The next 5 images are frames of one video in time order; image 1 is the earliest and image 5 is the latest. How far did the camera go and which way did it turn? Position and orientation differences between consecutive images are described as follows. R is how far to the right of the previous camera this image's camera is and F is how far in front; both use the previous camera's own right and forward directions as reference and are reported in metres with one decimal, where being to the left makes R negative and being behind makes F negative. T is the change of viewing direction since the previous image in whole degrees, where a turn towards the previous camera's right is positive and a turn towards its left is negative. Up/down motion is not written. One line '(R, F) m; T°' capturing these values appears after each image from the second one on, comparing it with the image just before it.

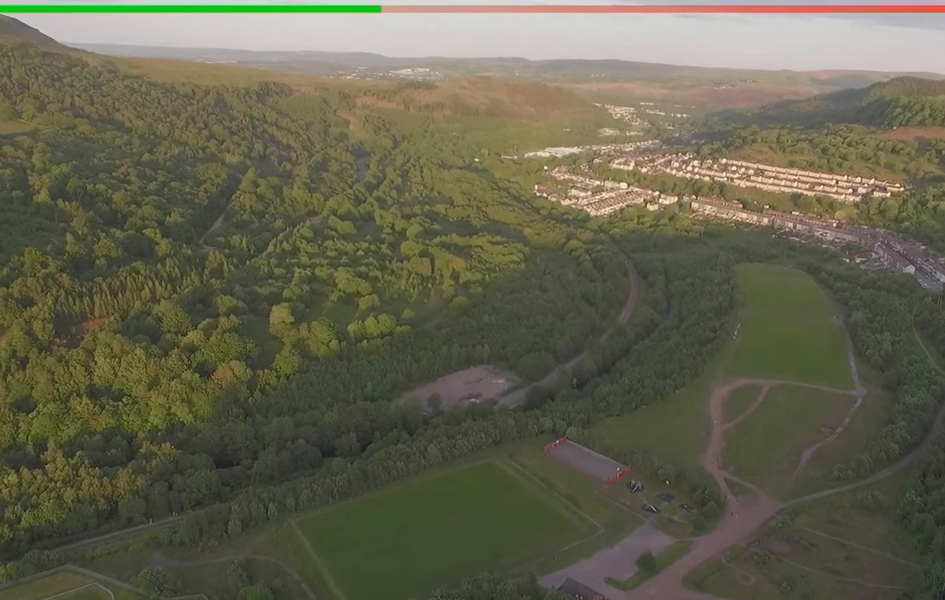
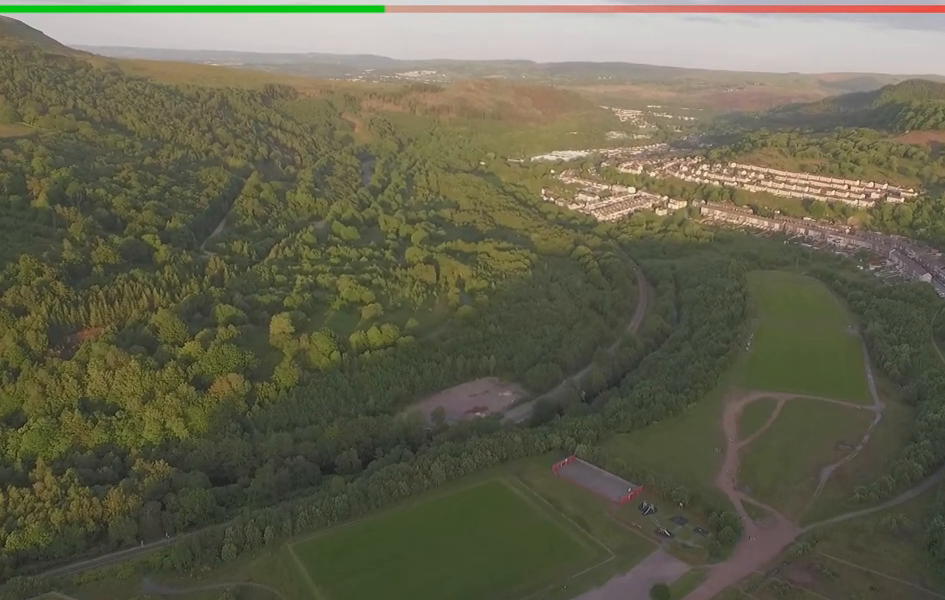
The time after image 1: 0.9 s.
(0.0, +13.8) m; +1°
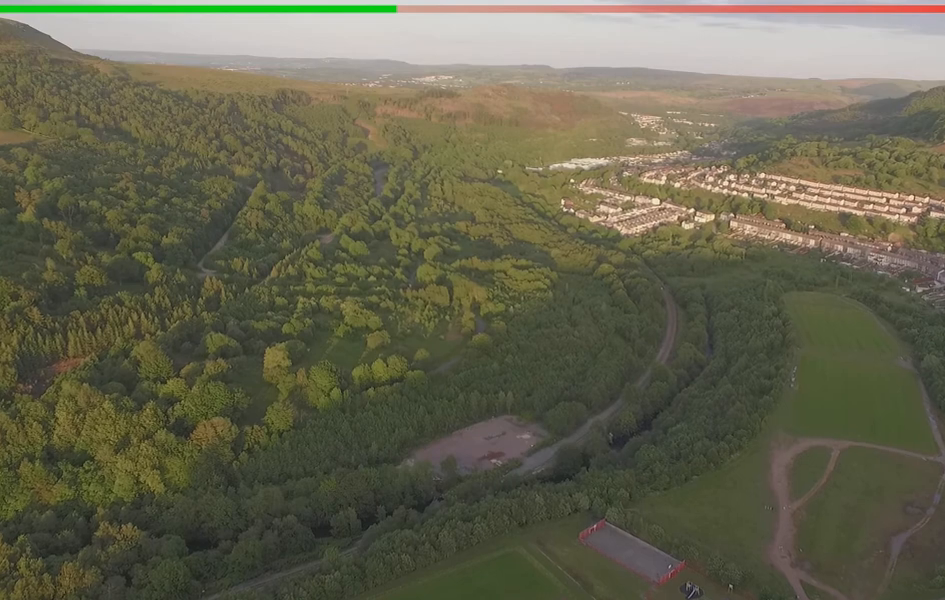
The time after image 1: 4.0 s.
(+2.6, +43.0) m; +5°
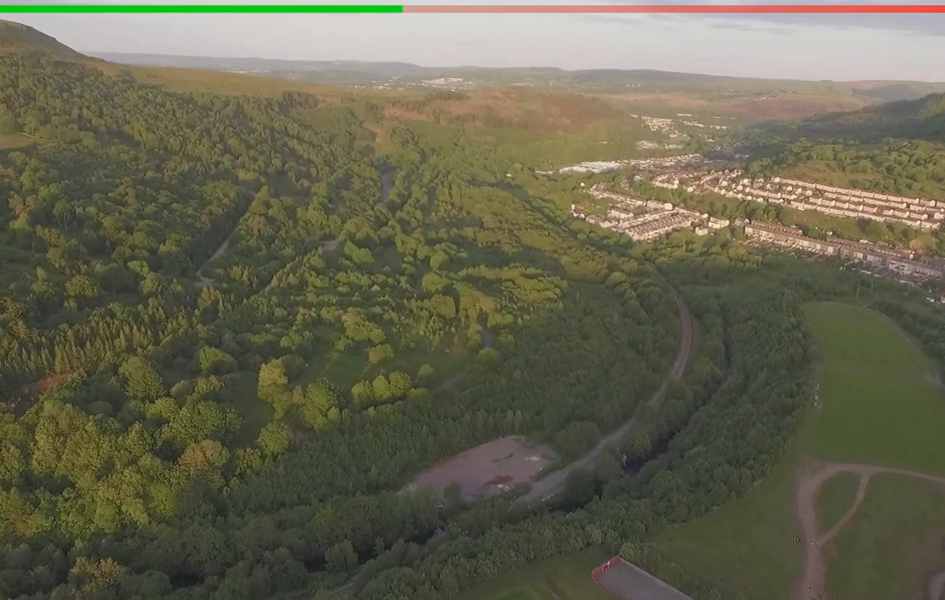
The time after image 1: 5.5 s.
(-0.2, +22.0) m; -1°
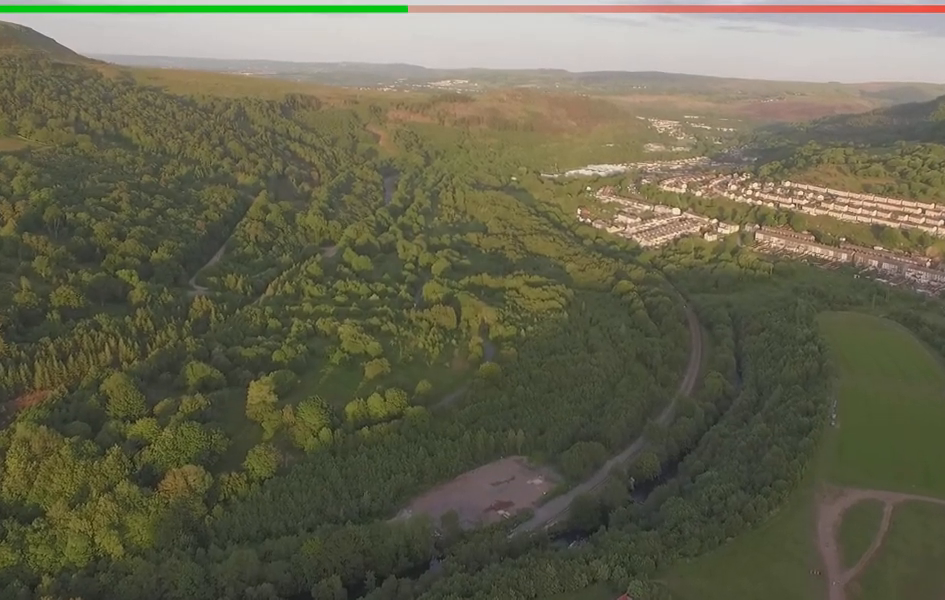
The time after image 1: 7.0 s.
(-0.1, +21.1) m; -1°
